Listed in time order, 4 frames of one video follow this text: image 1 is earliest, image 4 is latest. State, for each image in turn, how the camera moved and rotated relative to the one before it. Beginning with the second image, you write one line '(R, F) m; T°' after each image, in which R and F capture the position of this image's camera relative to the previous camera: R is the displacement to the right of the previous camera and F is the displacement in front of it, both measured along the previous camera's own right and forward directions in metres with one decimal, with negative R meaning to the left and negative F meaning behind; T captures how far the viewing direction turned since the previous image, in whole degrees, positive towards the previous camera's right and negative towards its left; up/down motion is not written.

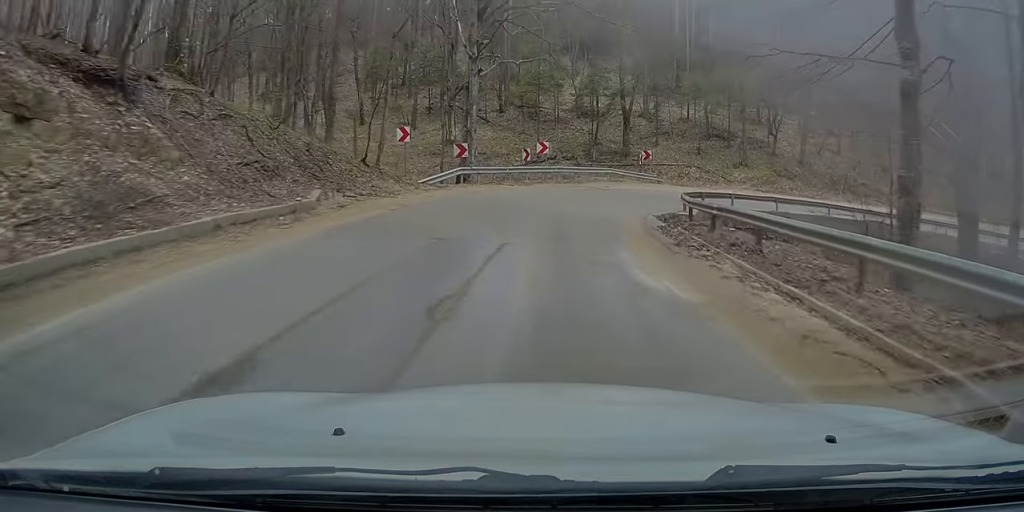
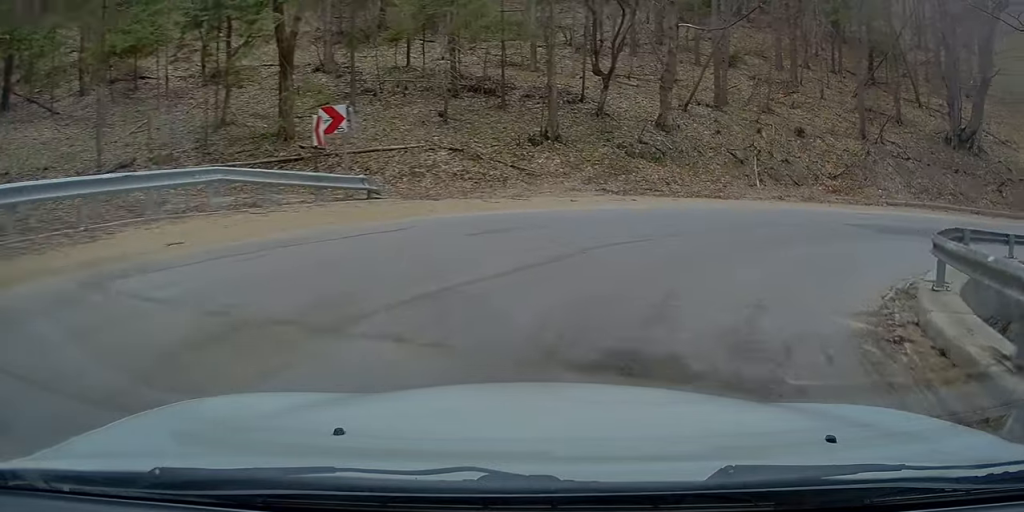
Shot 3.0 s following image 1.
(+8.6, +25.2) m; +44°
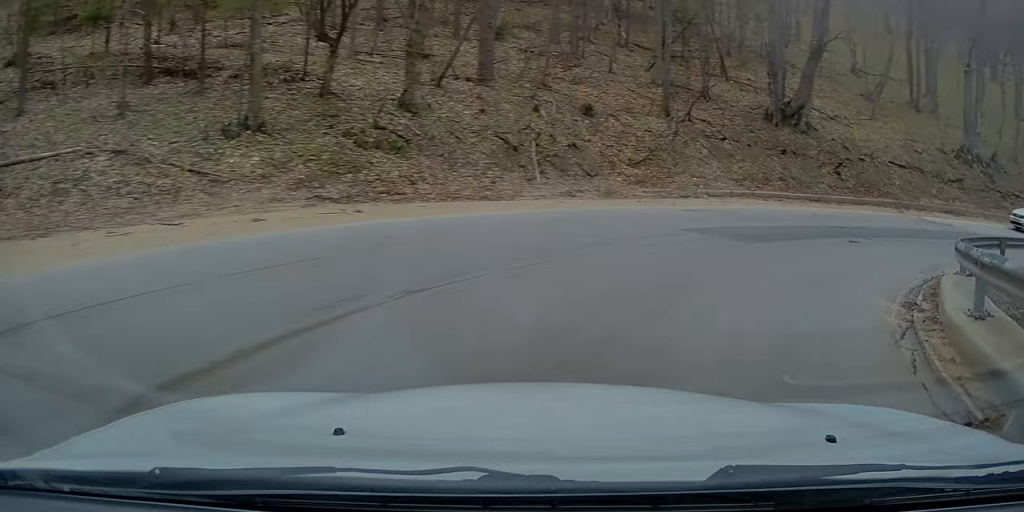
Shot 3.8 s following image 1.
(+0.6, +6.2) m; 0°
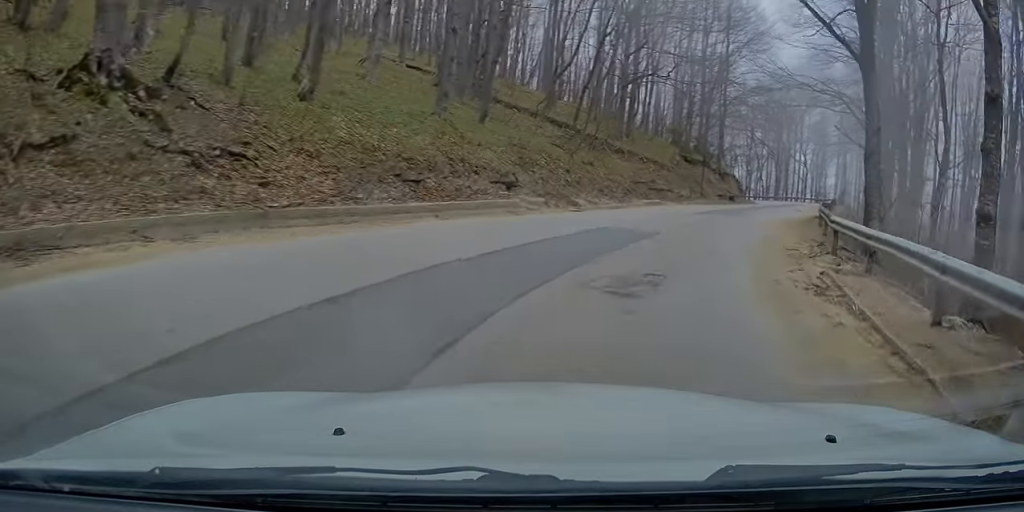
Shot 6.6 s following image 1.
(+5.0, +18.3) m; +44°
